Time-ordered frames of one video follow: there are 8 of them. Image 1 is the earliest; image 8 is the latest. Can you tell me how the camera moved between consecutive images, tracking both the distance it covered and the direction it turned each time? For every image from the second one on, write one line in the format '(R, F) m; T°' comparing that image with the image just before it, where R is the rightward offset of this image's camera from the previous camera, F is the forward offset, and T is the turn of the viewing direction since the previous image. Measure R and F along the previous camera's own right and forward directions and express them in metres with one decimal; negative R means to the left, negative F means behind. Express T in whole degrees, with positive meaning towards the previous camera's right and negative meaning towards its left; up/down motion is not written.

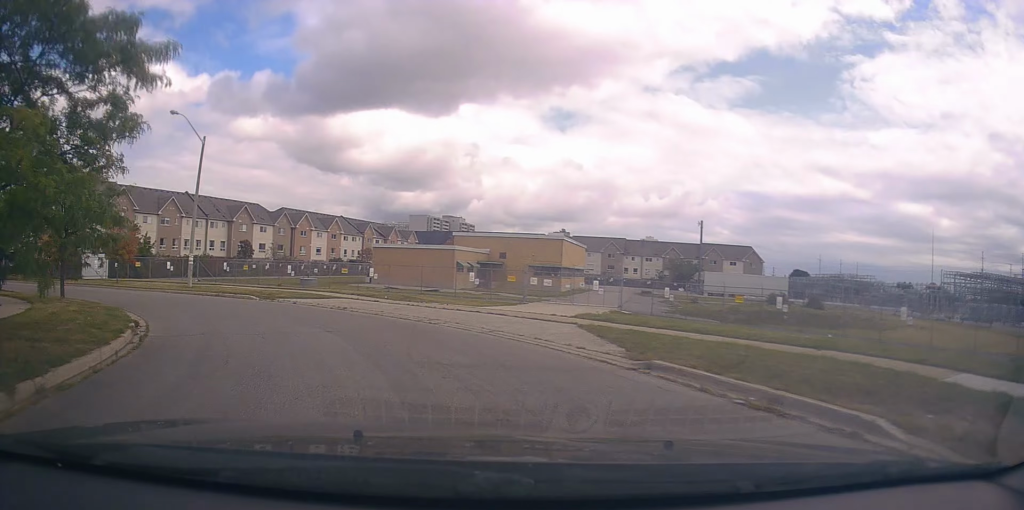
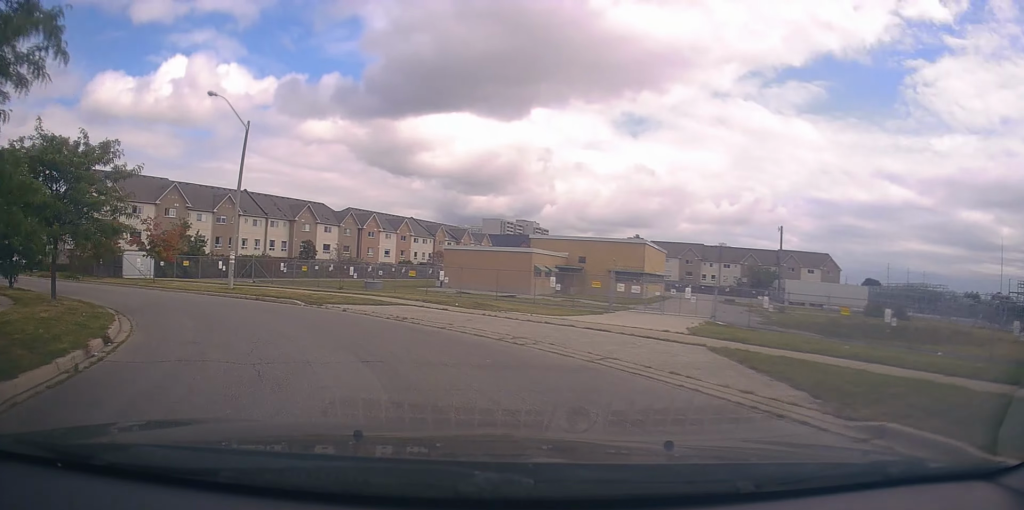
(0.0, +4.1) m; -8°
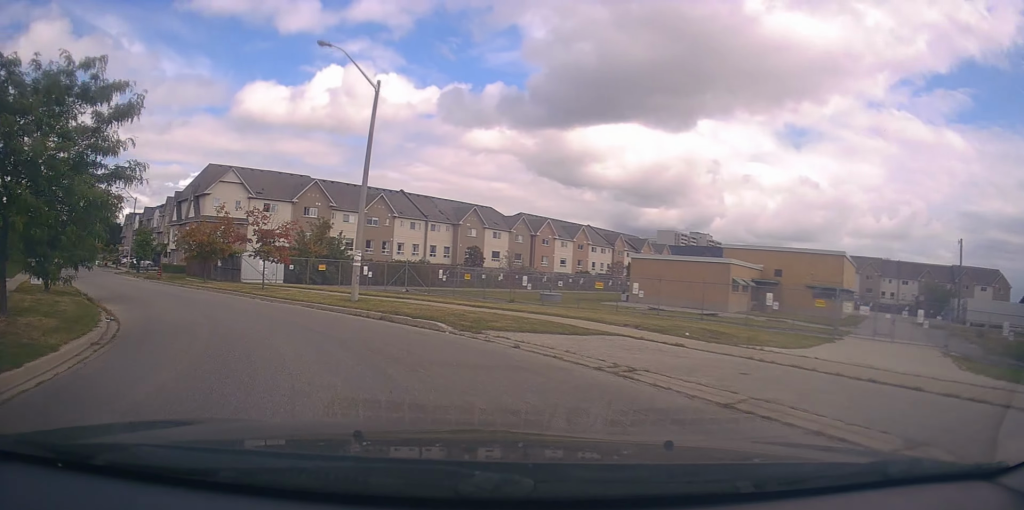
(-1.5, +8.1) m; -19°
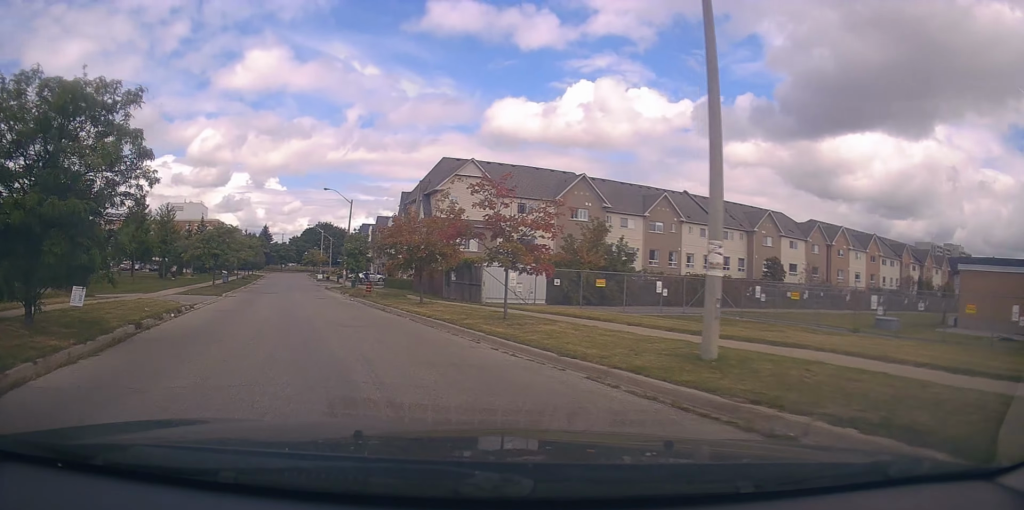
(-2.7, +12.5) m; -21°
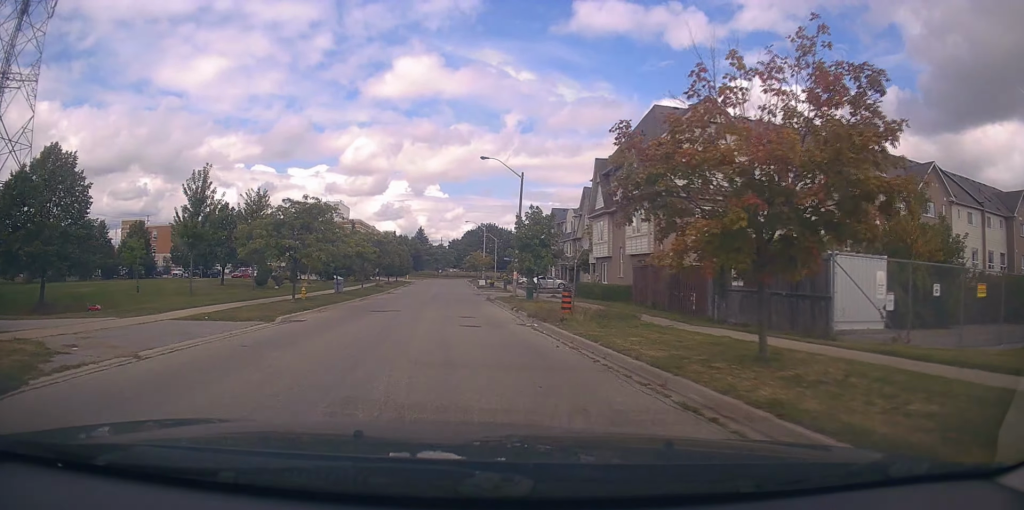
(-3.9, +17.0) m; -20°
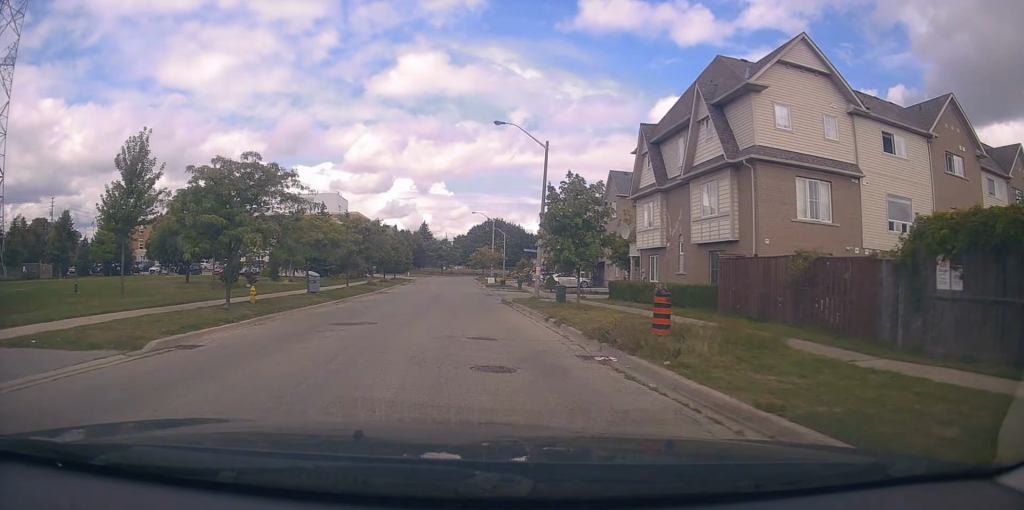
(-0.2, +8.6) m; -1°
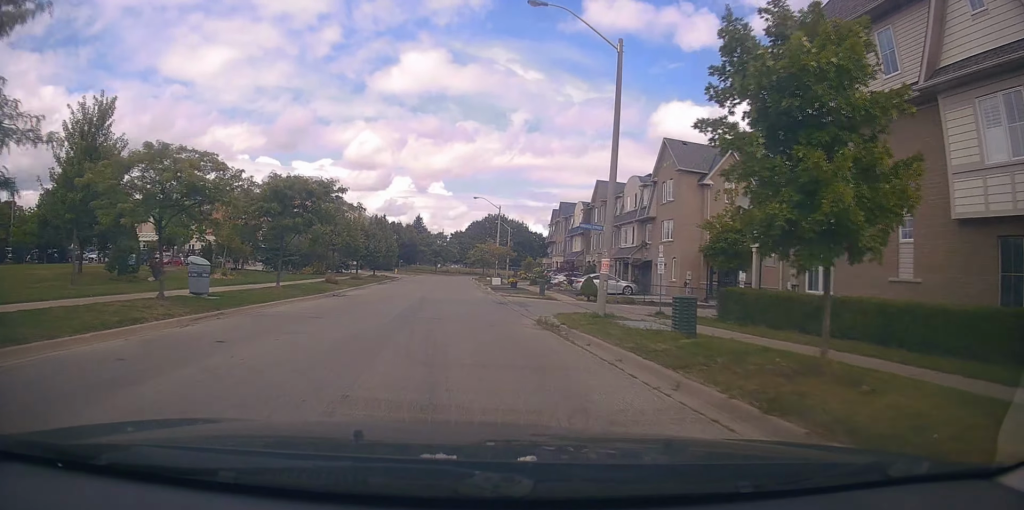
(+0.1, +15.0) m; -2°
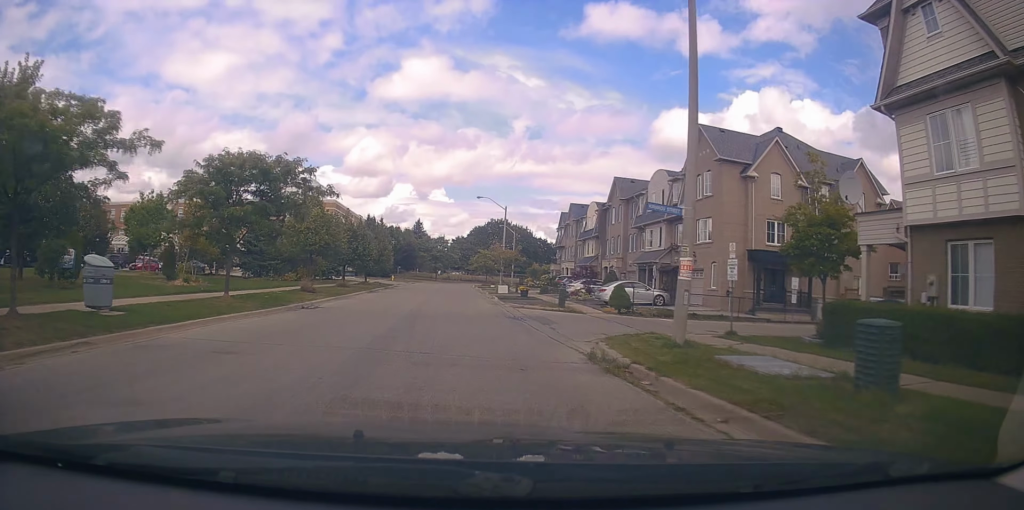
(-0.1, +6.0) m; -1°
